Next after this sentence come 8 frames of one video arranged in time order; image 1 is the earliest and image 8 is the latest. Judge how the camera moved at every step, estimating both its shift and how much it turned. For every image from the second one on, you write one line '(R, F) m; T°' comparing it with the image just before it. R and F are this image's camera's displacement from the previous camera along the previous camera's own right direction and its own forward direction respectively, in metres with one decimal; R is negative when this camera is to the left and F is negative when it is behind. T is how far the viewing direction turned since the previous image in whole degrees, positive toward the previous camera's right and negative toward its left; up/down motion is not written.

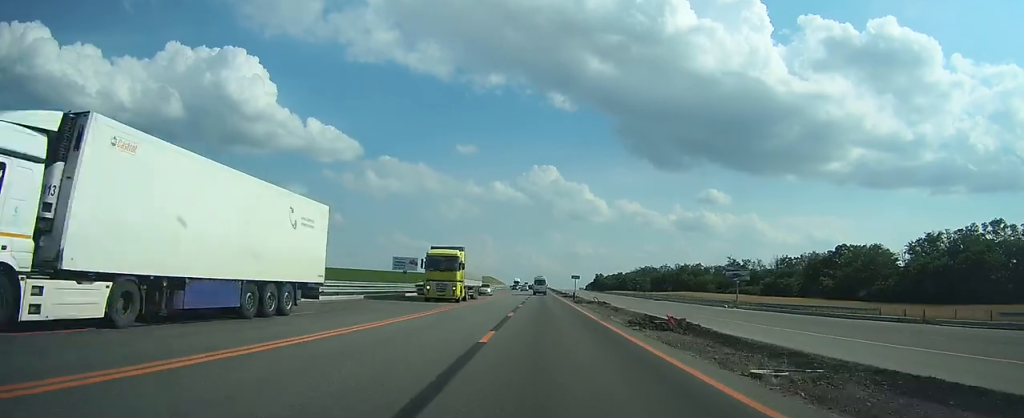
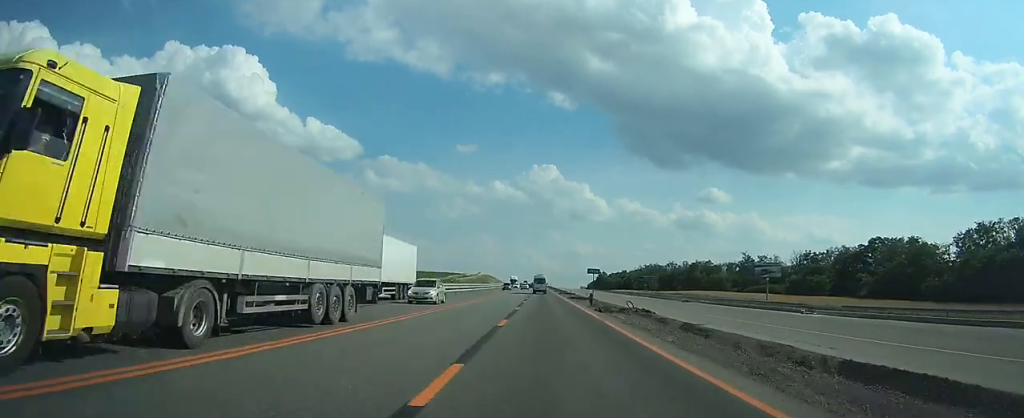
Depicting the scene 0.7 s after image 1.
(0.0, +19.1) m; 0°
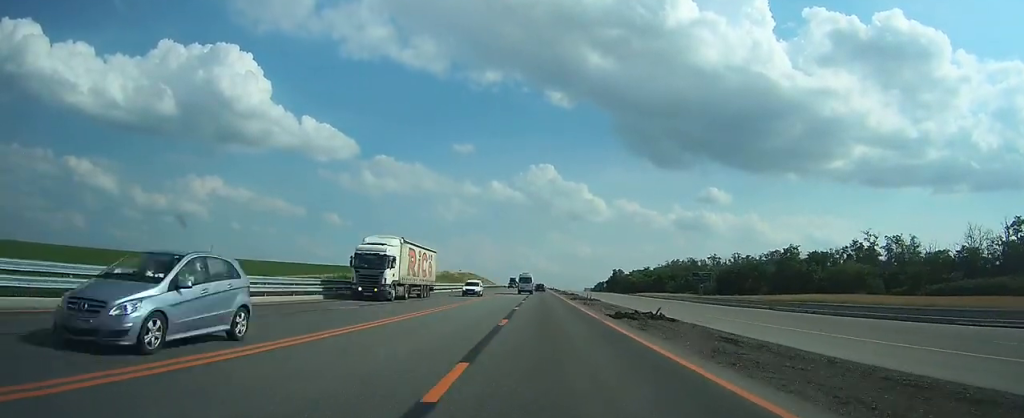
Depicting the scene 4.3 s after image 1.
(-0.2, +96.7) m; 0°
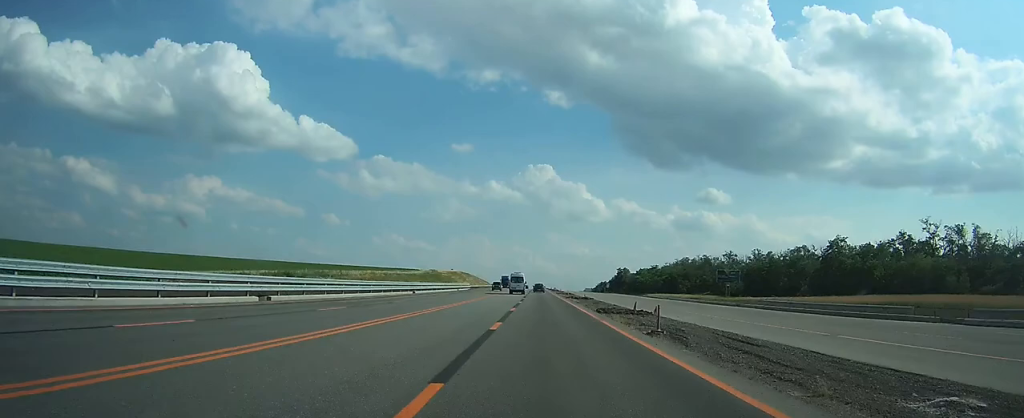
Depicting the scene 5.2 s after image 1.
(+0.1, +25.9) m; 0°
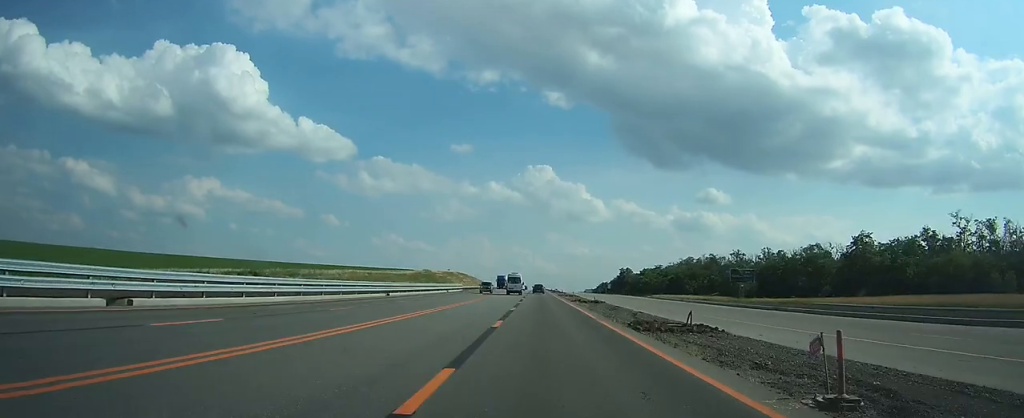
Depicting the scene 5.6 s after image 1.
(0.0, +10.7) m; 0°
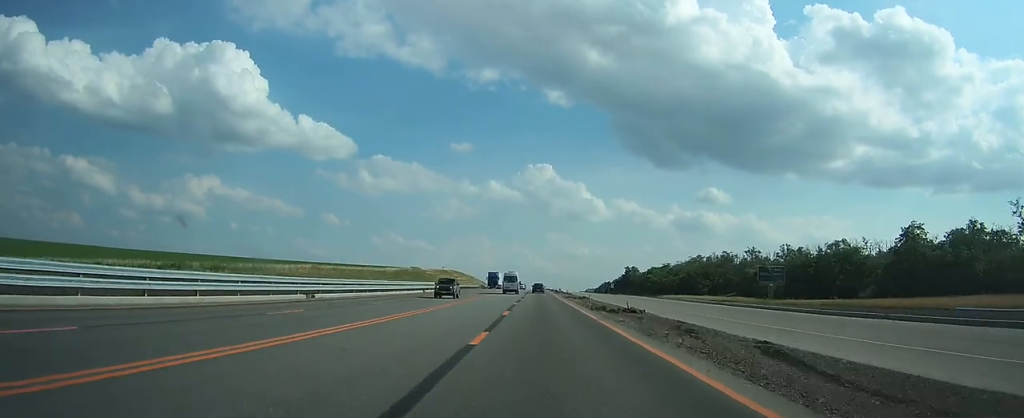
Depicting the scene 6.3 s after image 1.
(0.0, +17.8) m; 0°
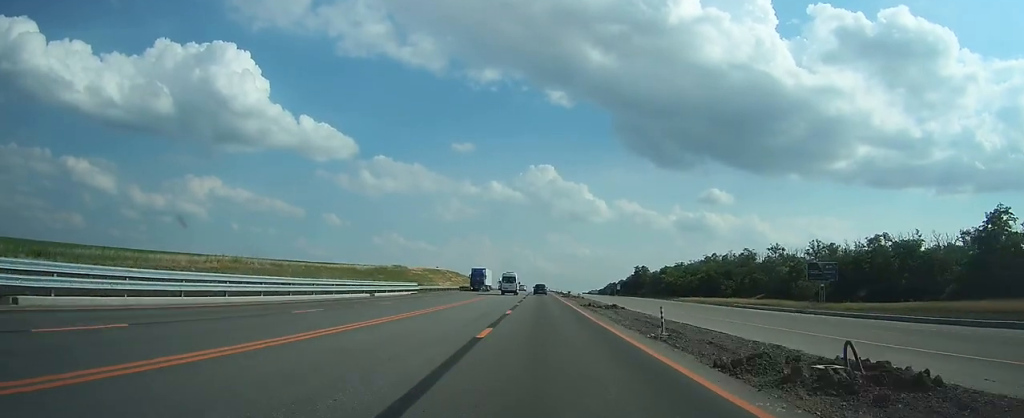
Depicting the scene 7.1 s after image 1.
(+0.1, +22.3) m; 0°
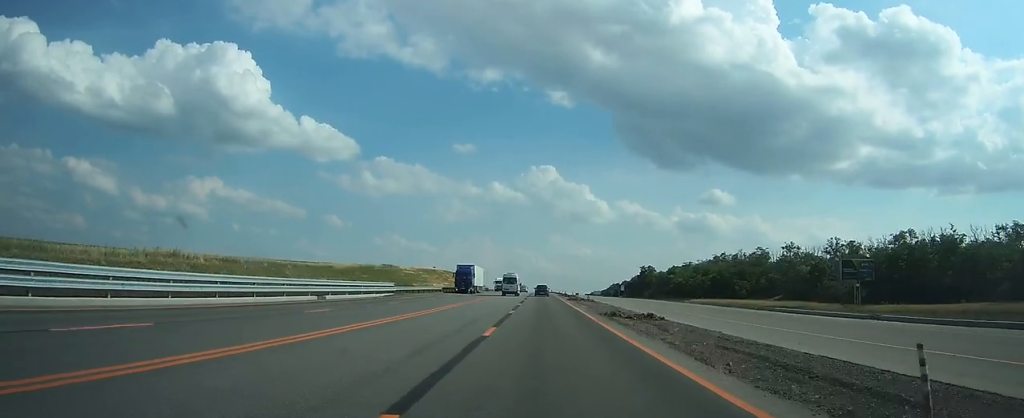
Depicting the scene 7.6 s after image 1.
(0.0, +11.6) m; 0°
